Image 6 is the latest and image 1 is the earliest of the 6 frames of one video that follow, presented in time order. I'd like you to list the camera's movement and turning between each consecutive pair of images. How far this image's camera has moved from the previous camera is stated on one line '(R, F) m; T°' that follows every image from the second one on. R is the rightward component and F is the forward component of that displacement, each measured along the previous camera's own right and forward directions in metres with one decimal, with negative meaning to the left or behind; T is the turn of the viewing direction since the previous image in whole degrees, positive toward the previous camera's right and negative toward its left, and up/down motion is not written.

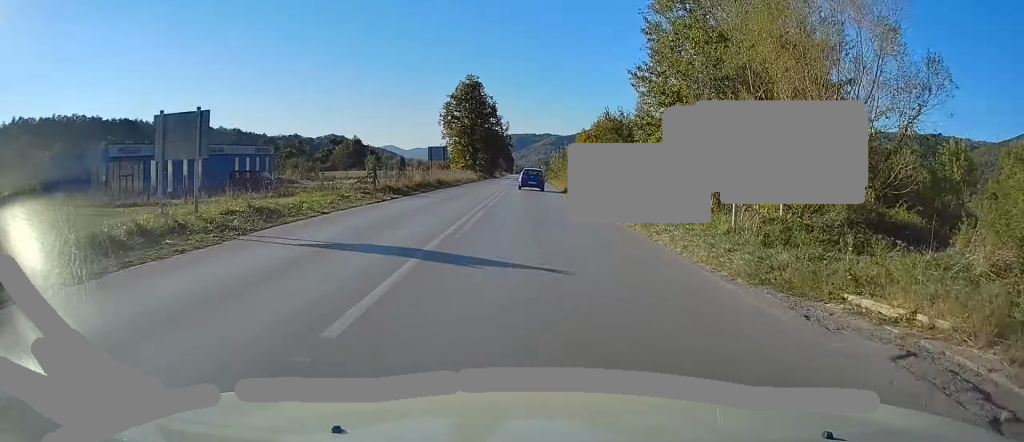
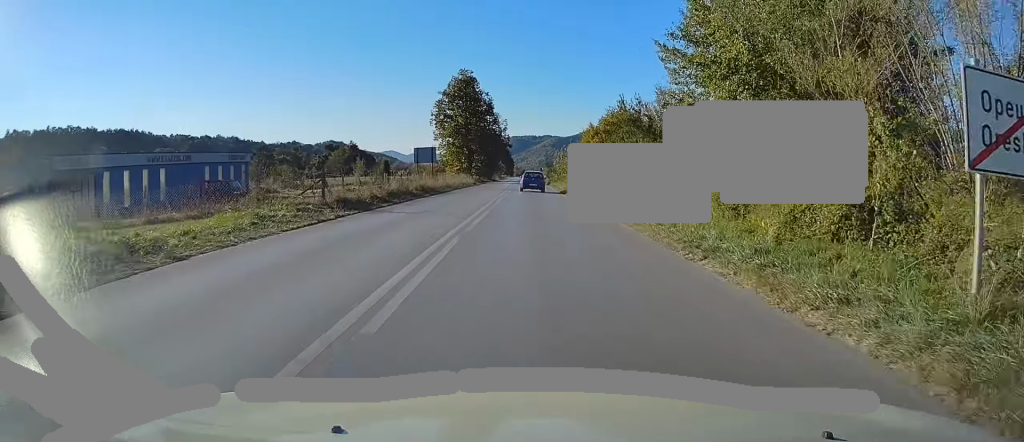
(0.0, +7.5) m; 0°
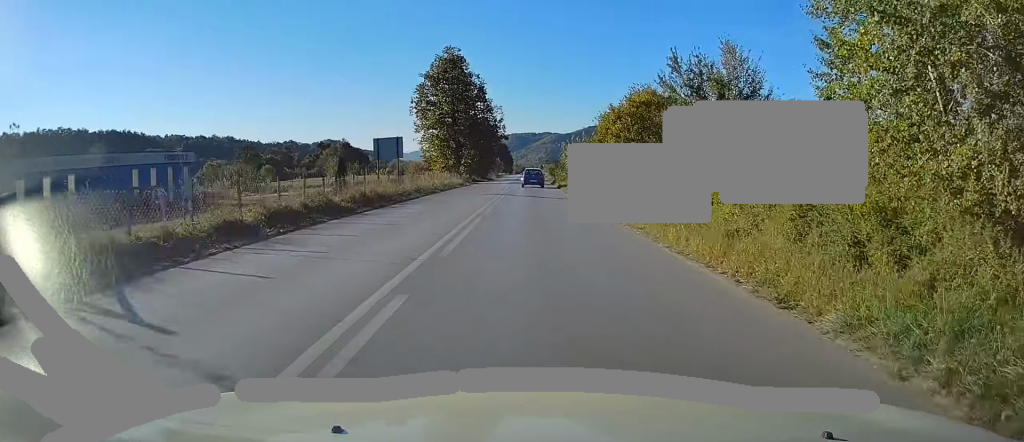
(+0.1, +13.6) m; 0°
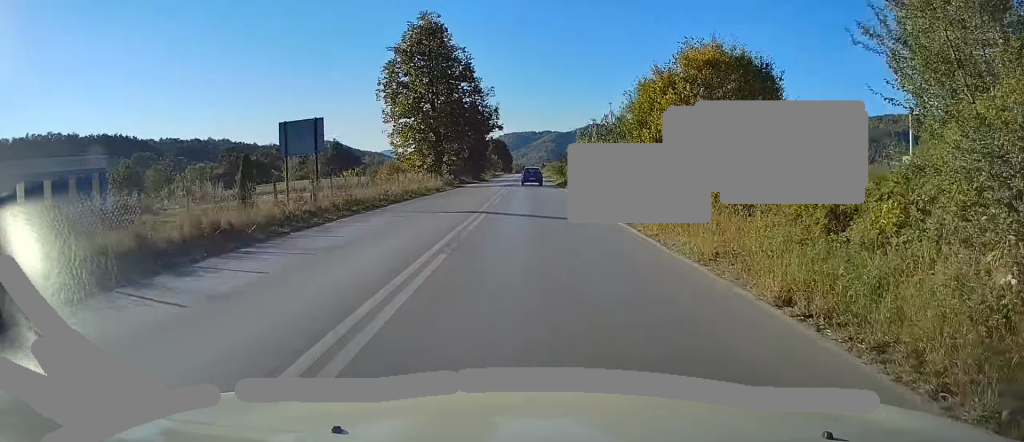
(0.0, +15.1) m; +1°
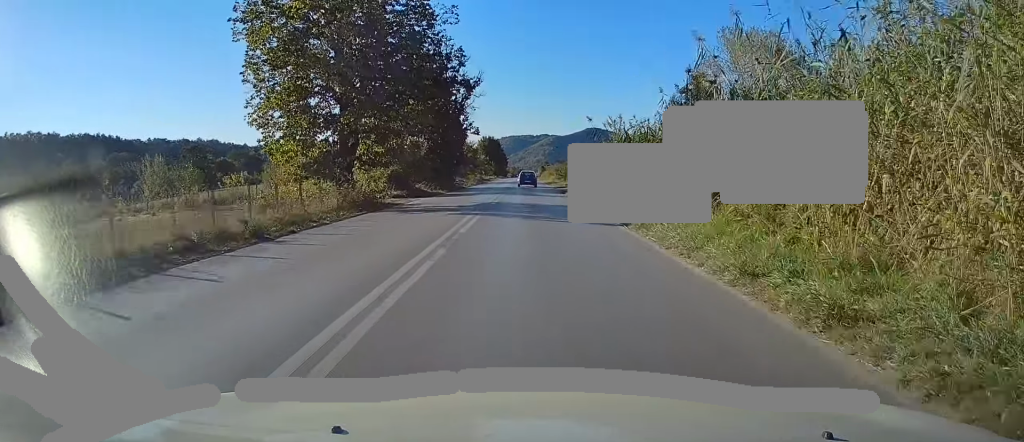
(0.0, +26.9) m; 0°
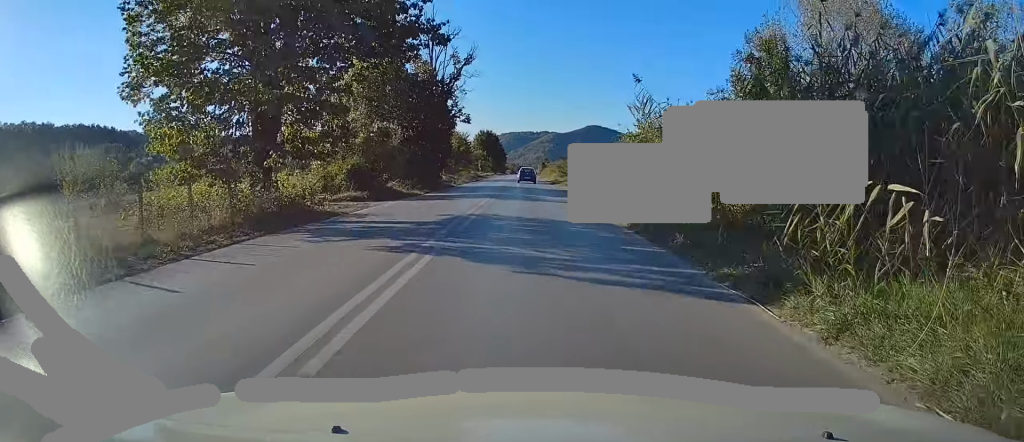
(0.0, +8.9) m; 0°
